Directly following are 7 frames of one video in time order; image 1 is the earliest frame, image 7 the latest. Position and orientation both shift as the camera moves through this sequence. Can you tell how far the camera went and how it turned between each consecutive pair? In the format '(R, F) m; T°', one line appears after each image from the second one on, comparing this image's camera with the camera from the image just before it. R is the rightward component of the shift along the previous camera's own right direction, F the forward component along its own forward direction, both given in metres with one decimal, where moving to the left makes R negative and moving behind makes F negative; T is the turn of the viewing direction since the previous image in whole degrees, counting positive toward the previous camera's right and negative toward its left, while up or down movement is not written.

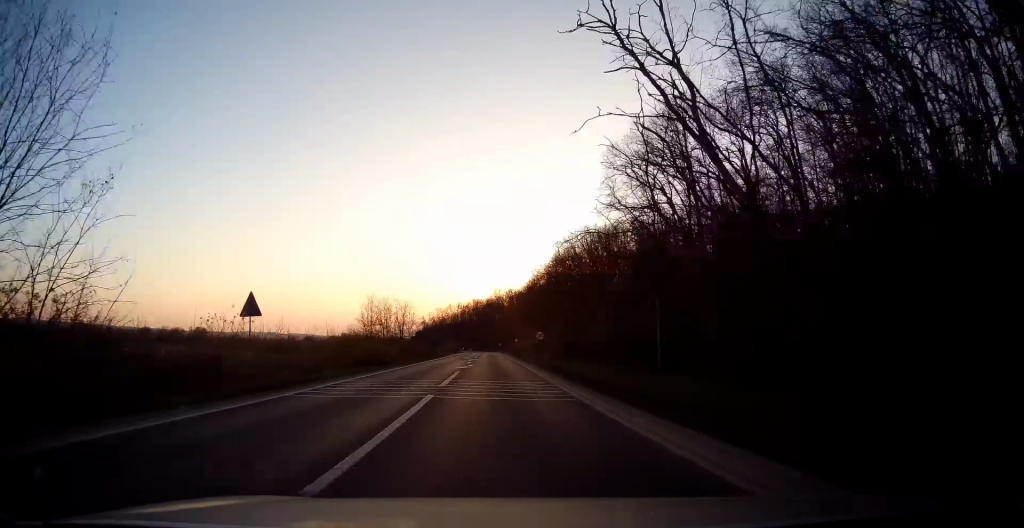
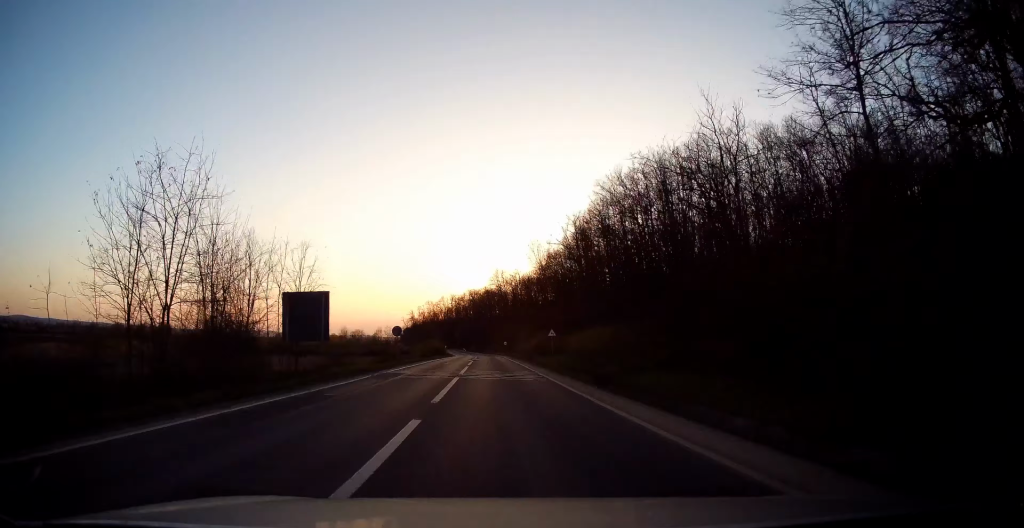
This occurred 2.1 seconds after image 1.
(-0.3, +54.4) m; 0°
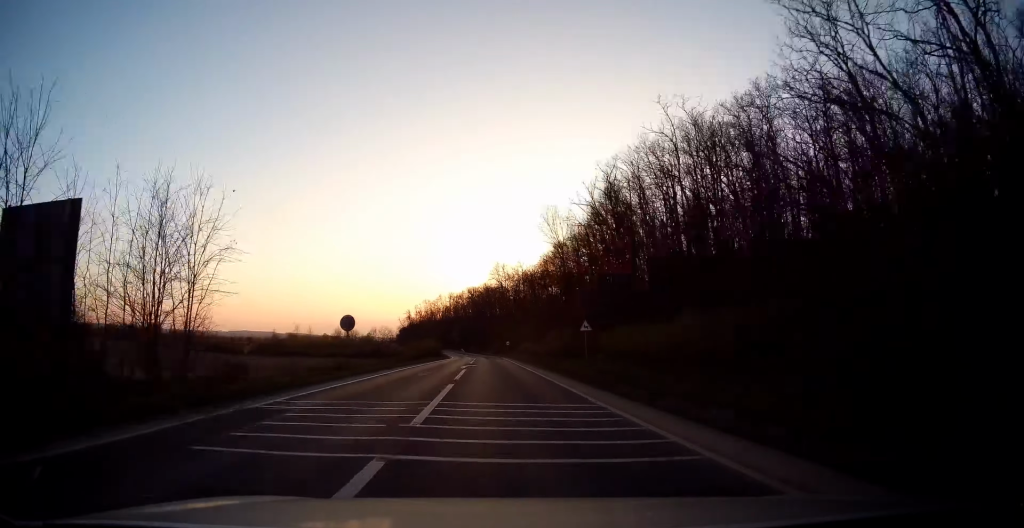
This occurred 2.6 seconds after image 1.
(+0.1, +15.2) m; 0°
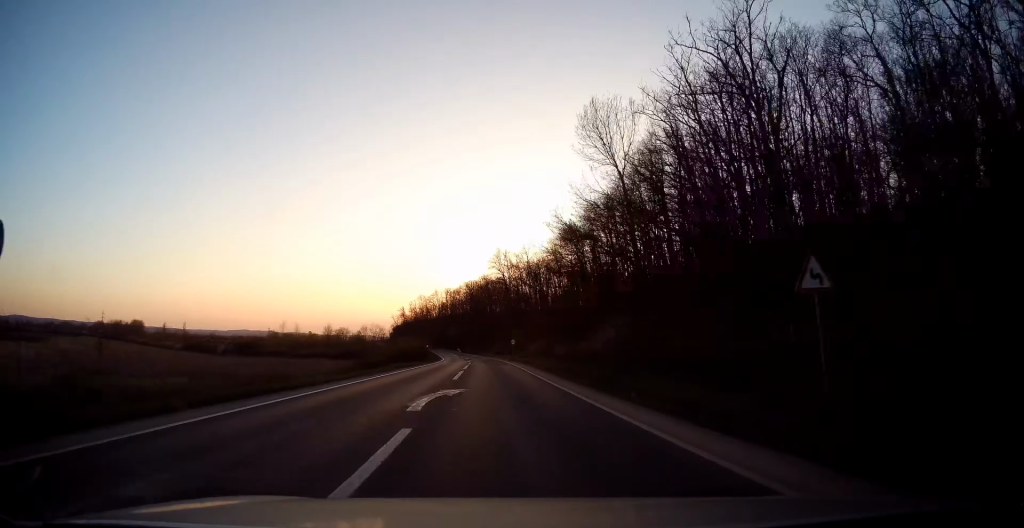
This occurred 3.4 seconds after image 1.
(+0.1, +21.4) m; 0°
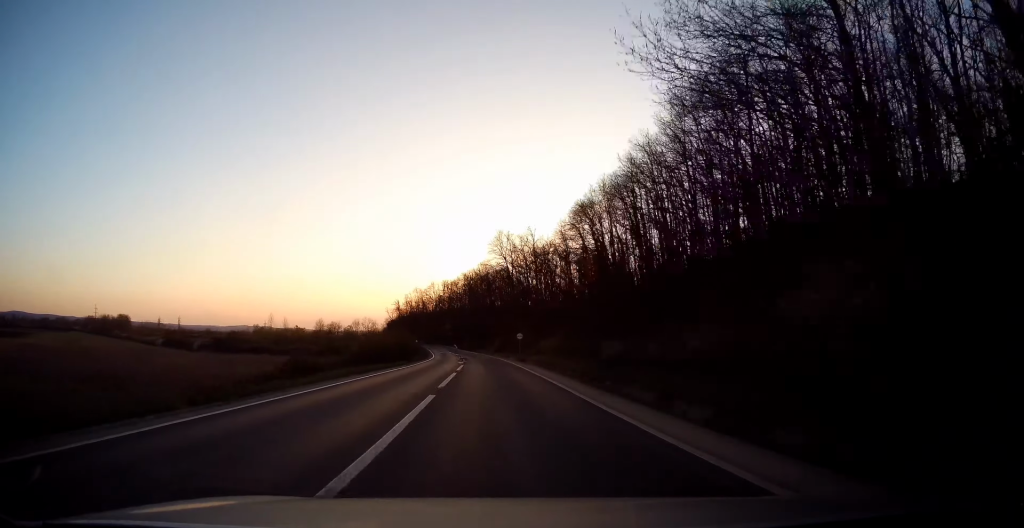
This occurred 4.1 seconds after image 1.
(0.0, +16.9) m; 0°
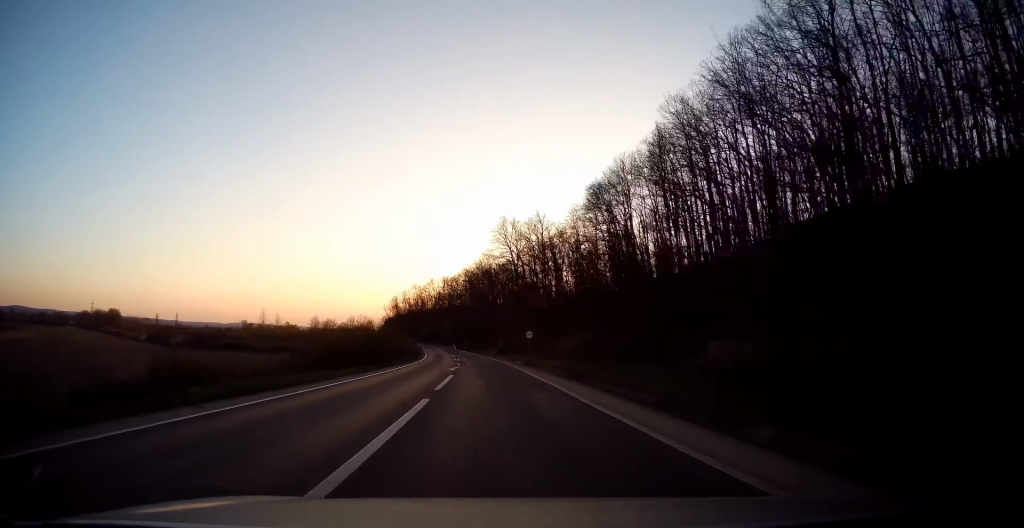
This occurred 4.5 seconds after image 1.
(0.0, +12.5) m; 0°
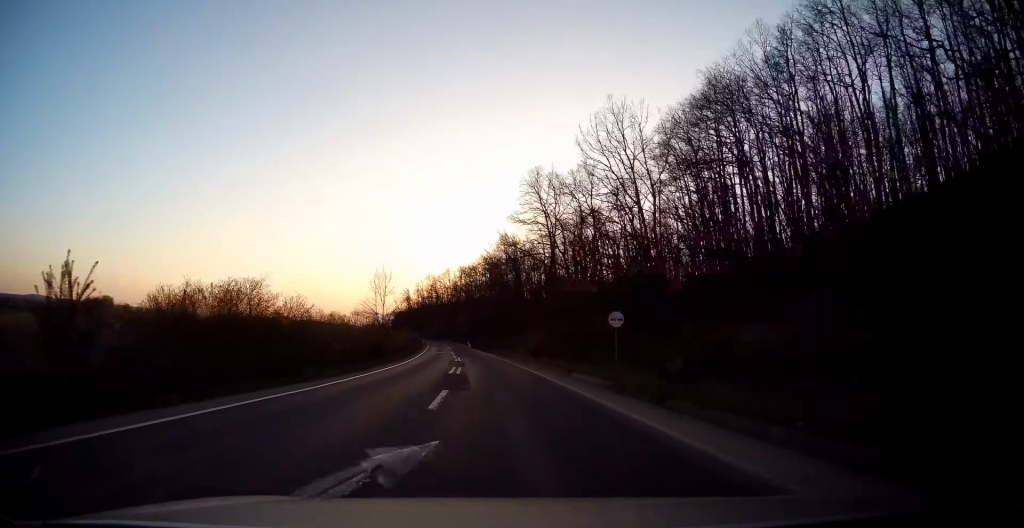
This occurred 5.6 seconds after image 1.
(-0.2, +28.5) m; -2°
